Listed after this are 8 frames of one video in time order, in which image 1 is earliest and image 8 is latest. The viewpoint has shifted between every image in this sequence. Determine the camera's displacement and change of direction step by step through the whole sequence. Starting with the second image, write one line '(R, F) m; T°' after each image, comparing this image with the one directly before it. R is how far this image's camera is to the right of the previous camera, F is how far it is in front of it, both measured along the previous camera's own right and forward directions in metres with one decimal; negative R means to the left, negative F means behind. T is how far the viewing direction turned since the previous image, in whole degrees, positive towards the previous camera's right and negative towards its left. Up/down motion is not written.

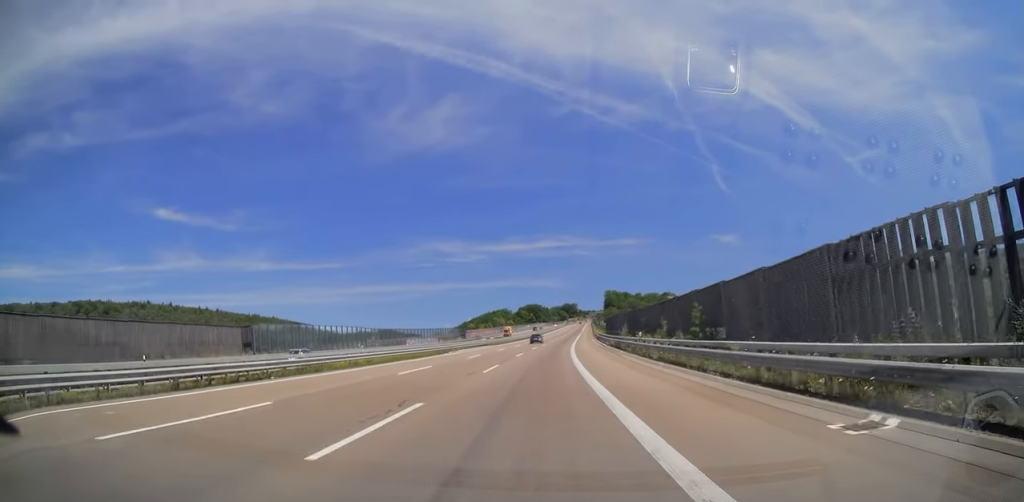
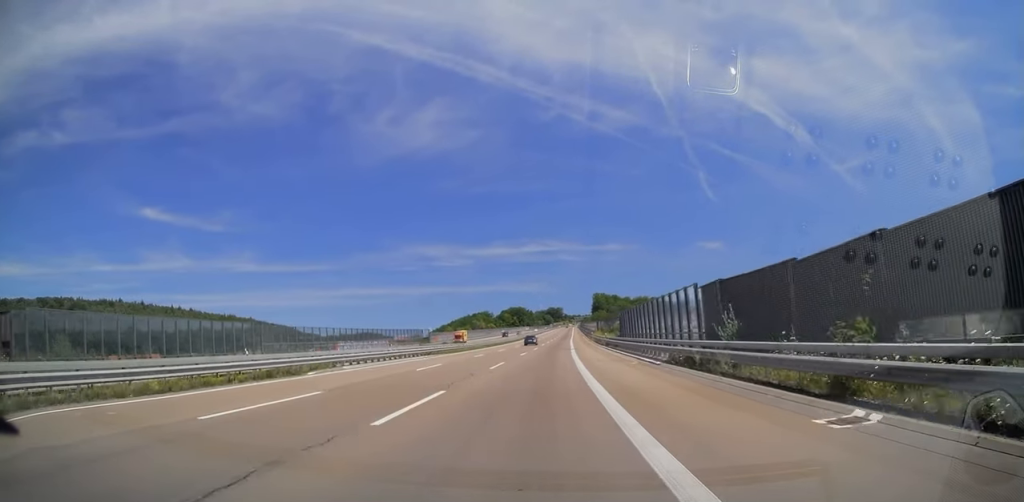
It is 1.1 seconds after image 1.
(+0.8, +32.7) m; +3°
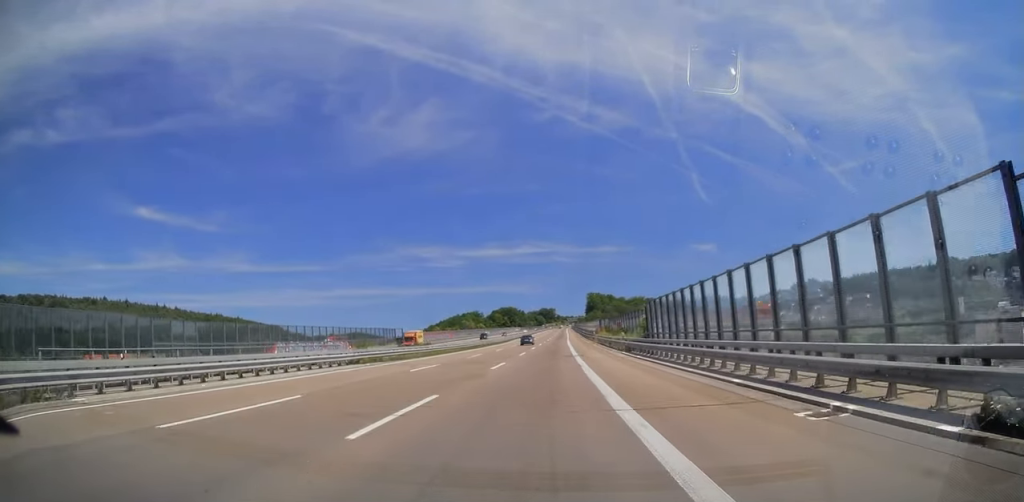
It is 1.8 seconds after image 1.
(+0.5, +19.2) m; +1°
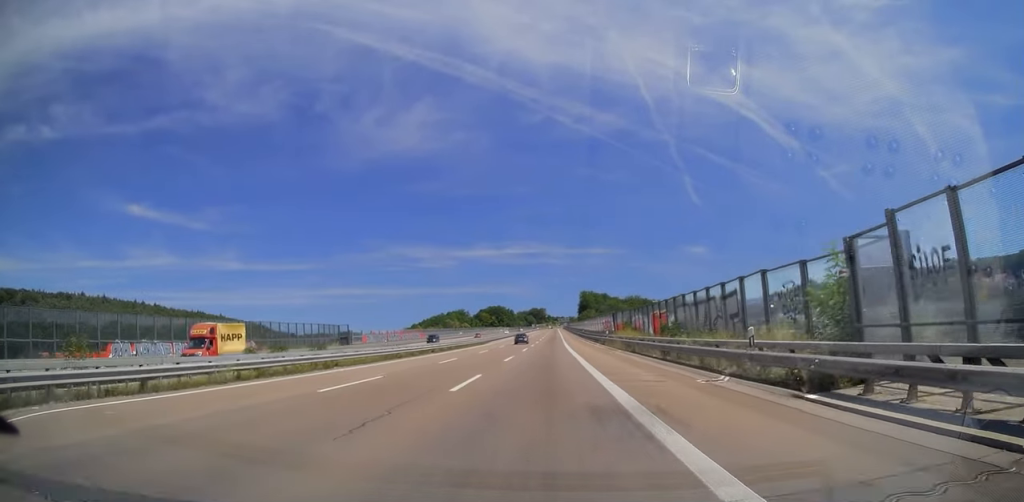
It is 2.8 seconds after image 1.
(-0.4, +28.7) m; +1°
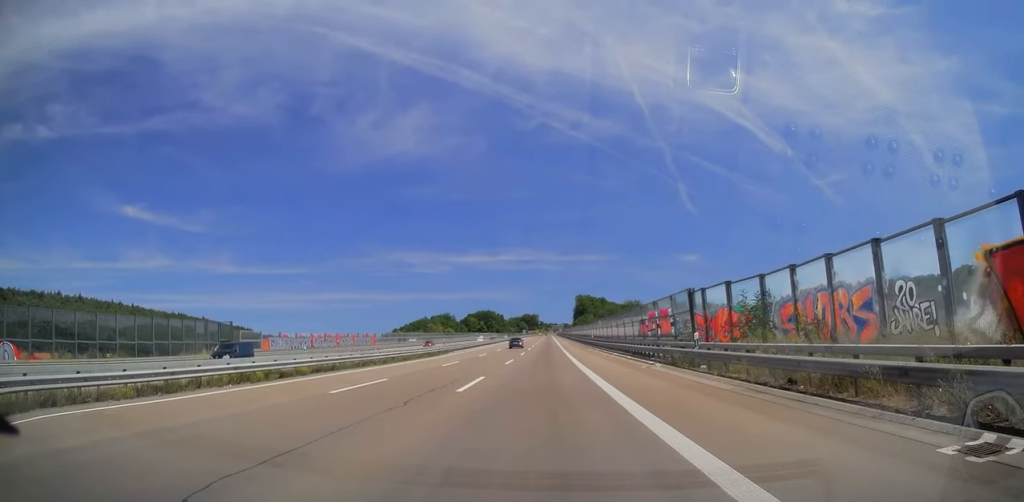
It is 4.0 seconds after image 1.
(+1.1, +34.8) m; +2°
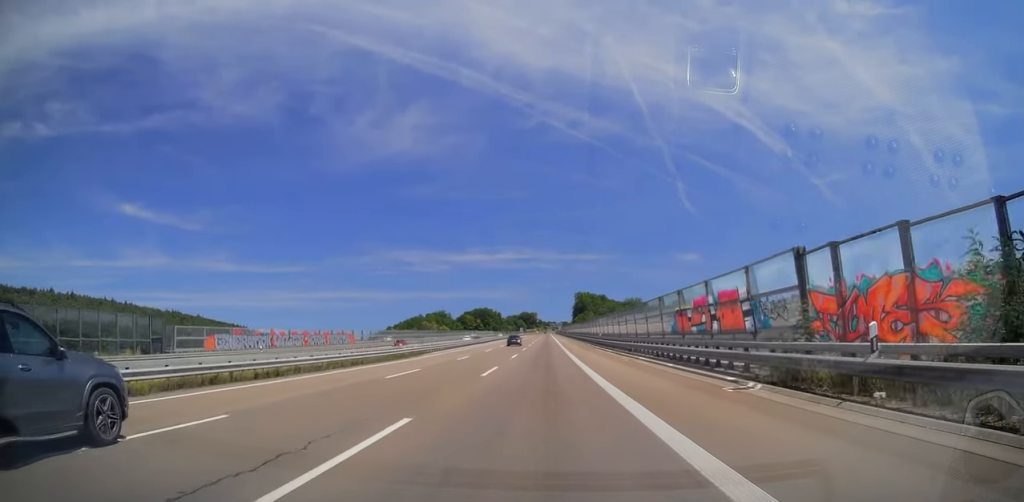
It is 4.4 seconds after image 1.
(0.0, +11.9) m; 0°
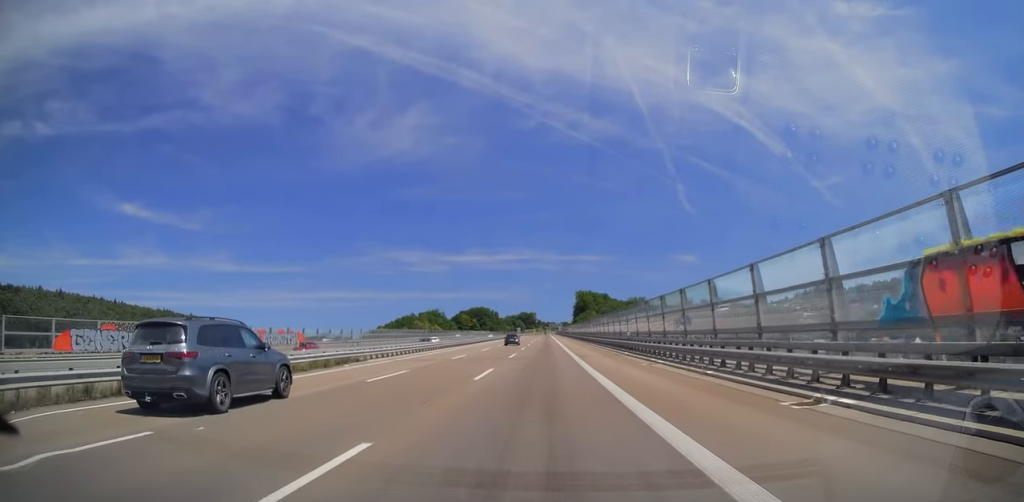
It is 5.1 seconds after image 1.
(0.0, +20.5) m; 0°
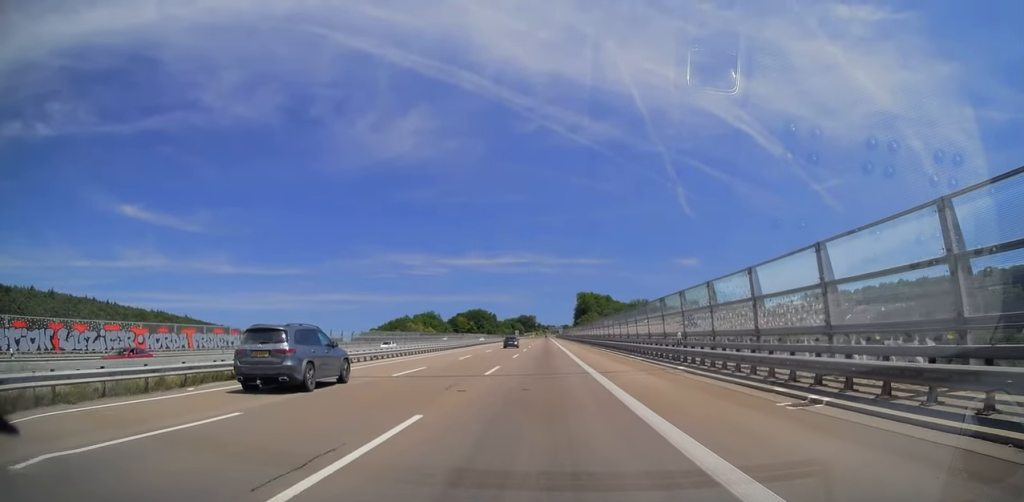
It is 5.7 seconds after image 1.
(0.0, +14.8) m; 0°
